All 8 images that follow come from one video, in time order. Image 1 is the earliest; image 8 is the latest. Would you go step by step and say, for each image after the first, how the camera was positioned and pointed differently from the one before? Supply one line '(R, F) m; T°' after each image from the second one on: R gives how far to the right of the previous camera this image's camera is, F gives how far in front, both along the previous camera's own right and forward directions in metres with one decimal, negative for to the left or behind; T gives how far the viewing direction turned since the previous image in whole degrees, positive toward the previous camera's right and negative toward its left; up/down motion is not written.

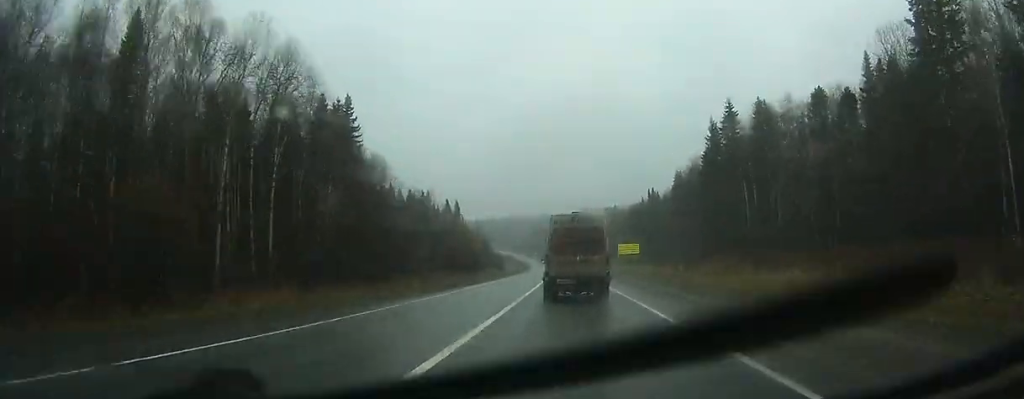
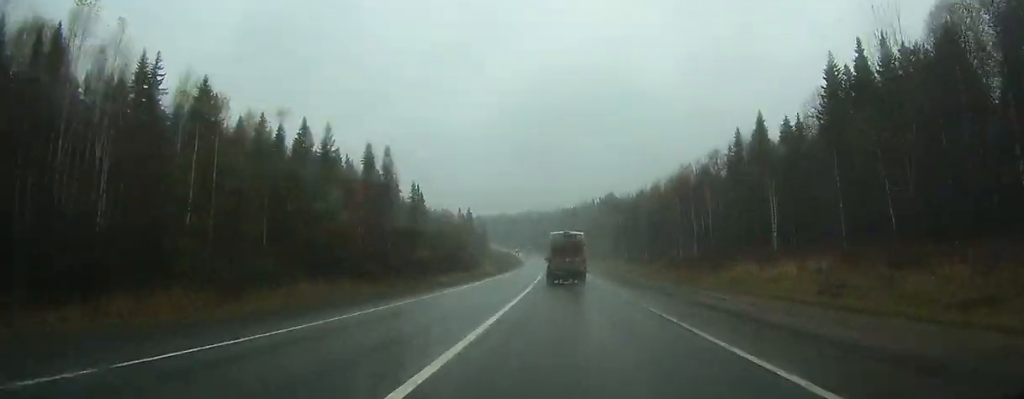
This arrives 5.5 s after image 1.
(-2.9, +113.7) m; -3°
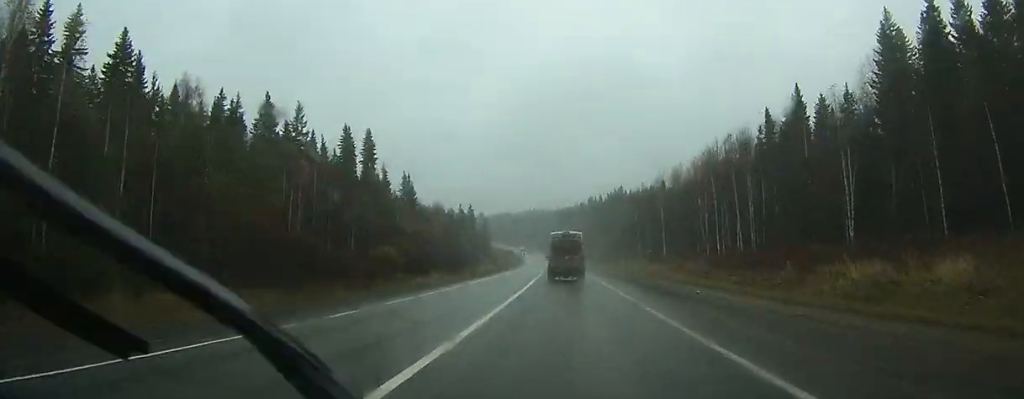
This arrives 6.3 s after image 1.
(-0.1, +16.8) m; 0°
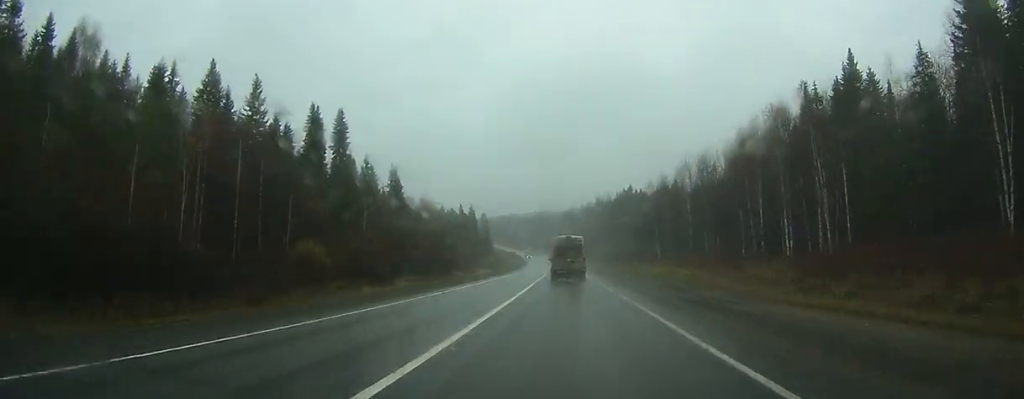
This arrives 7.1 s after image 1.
(-0.1, +18.2) m; 0°
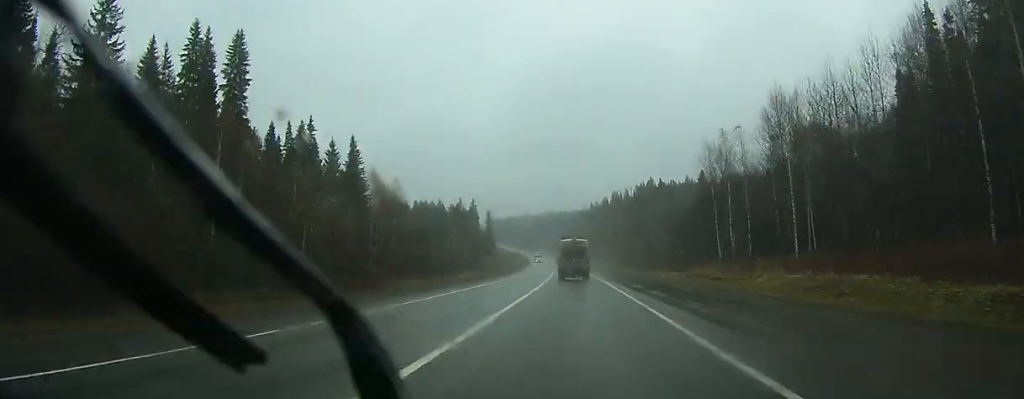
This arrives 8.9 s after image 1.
(-0.3, +36.8) m; -1°
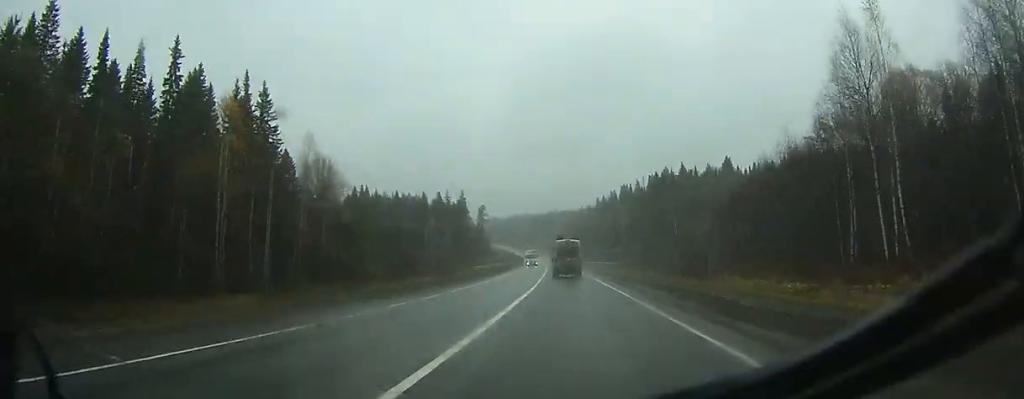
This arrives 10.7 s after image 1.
(-0.3, +38.6) m; -1°
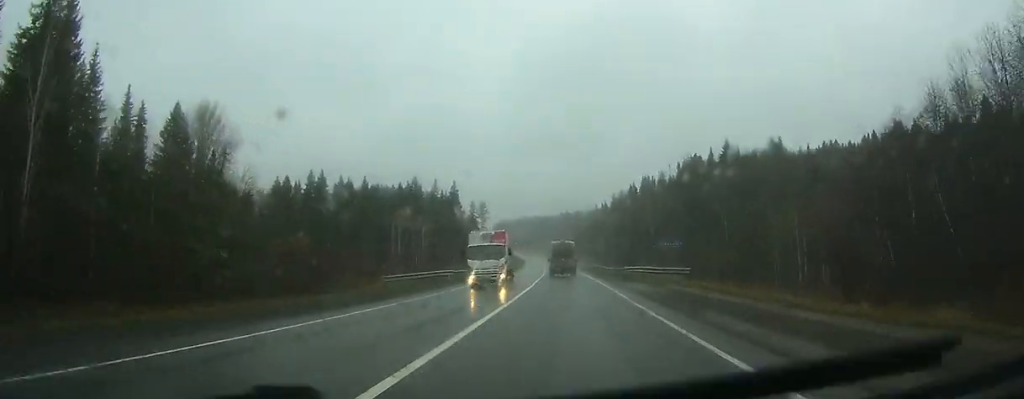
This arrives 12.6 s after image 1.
(-0.3, +41.9) m; -1°
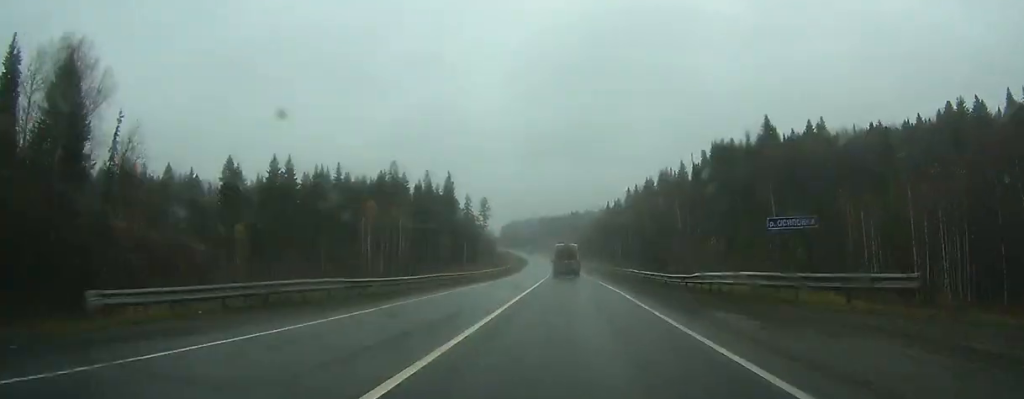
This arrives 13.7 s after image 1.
(0.0, +24.8) m; -1°
